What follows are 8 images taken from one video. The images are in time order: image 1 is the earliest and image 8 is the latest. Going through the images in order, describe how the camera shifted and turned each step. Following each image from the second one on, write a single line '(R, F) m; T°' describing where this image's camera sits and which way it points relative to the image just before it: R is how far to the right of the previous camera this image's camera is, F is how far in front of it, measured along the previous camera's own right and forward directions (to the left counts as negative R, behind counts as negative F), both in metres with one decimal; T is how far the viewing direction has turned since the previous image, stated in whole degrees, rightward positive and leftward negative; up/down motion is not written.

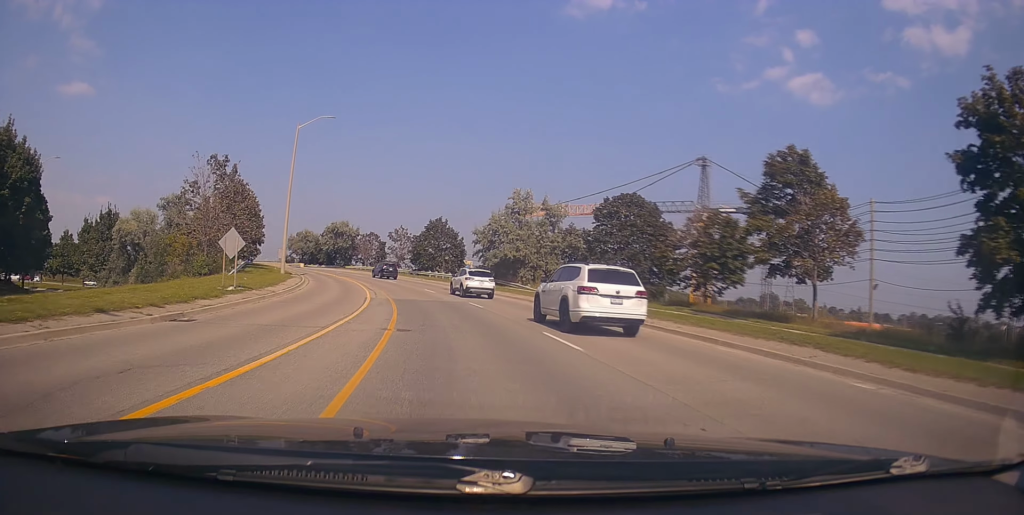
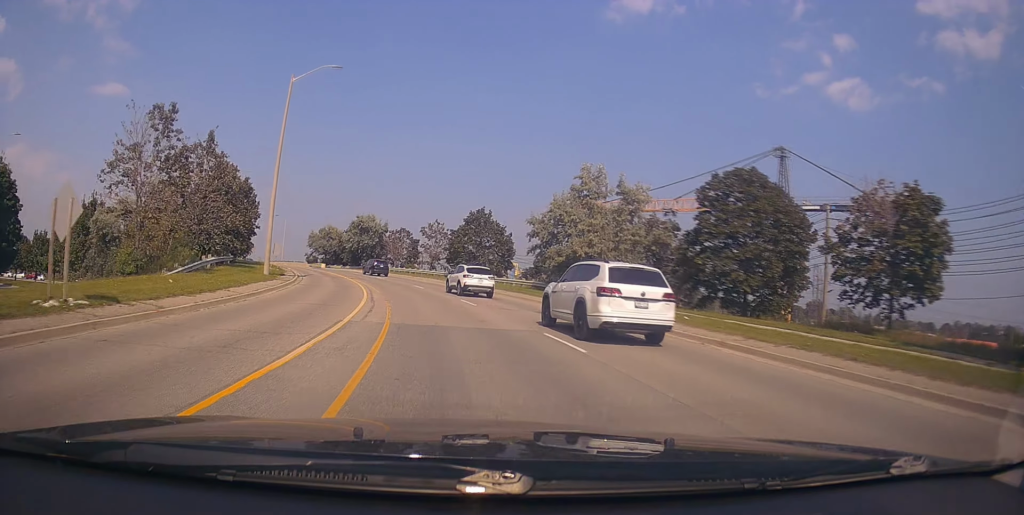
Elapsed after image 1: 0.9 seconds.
(-0.4, +13.4) m; -3°
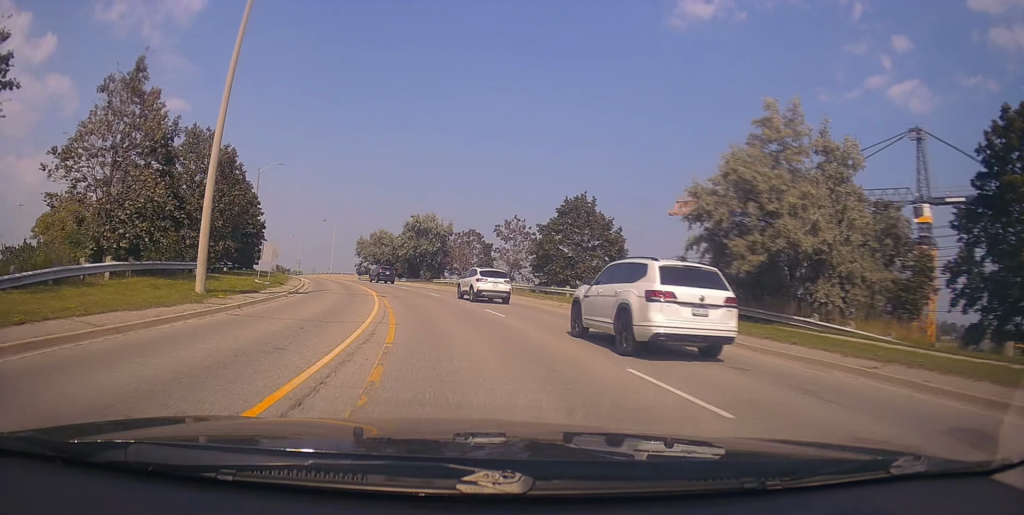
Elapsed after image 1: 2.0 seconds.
(-0.7, +17.3) m; -6°
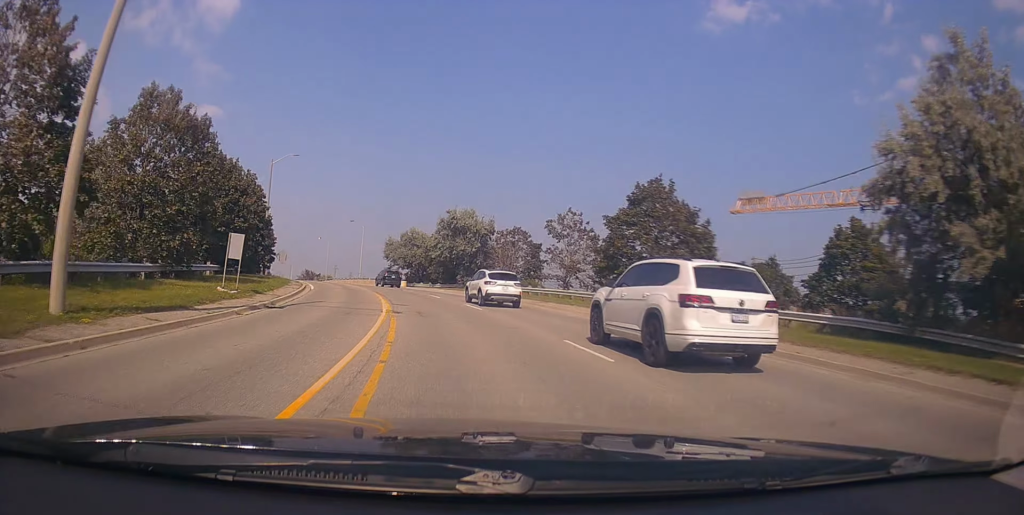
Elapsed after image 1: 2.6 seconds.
(-0.4, +9.1) m; -4°
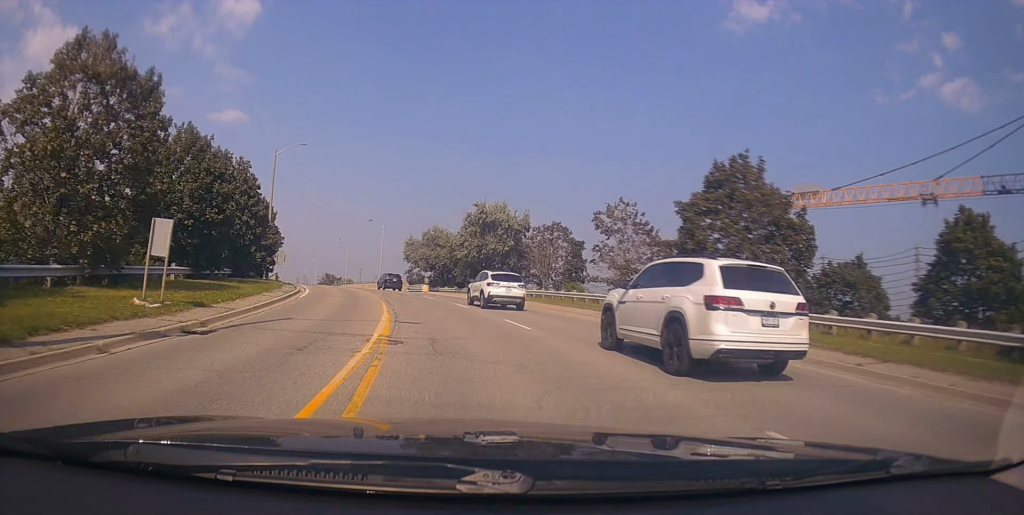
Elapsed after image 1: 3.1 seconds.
(-0.1, +7.5) m; -3°
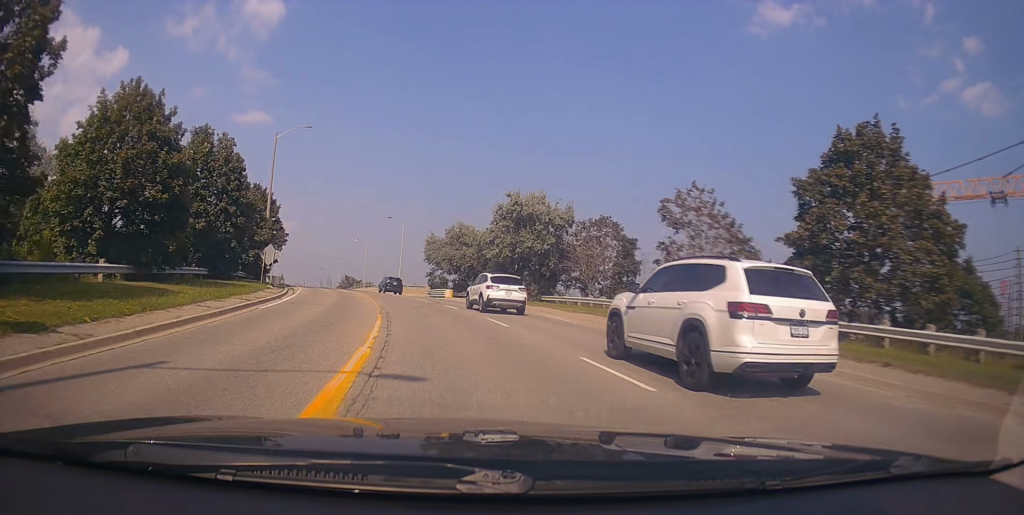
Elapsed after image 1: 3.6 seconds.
(-0.4, +8.0) m; -3°
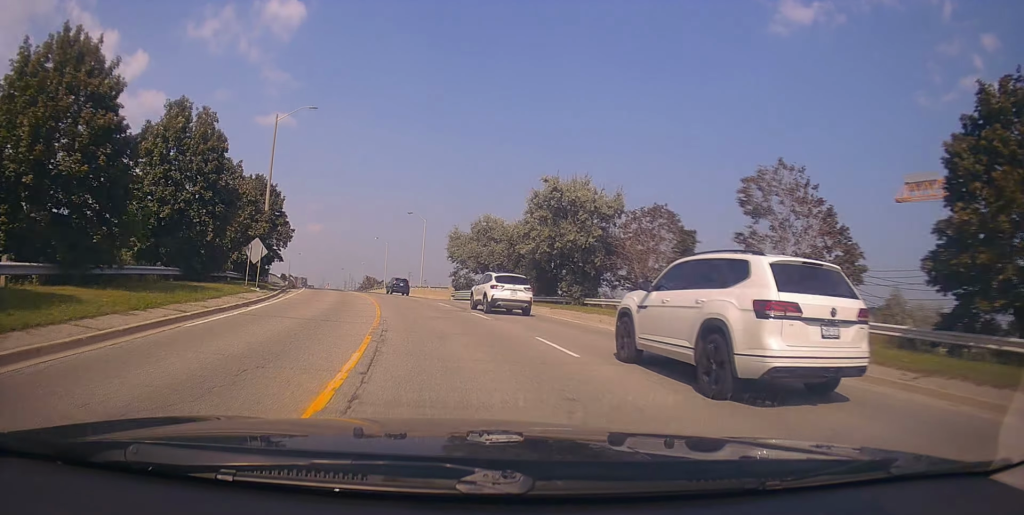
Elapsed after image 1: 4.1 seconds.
(-0.1, +6.4) m; -3°
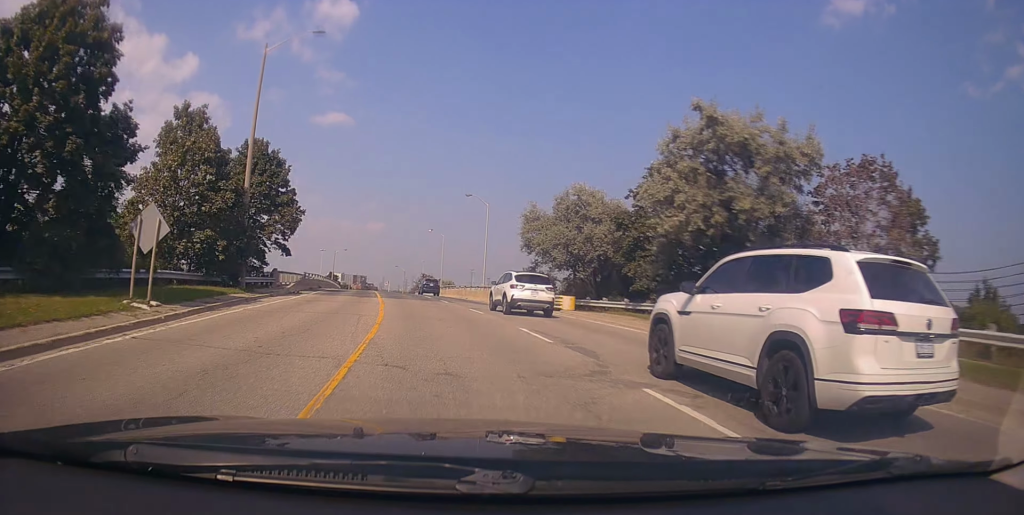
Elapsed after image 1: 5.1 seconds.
(-0.7, +15.2) m; -5°
